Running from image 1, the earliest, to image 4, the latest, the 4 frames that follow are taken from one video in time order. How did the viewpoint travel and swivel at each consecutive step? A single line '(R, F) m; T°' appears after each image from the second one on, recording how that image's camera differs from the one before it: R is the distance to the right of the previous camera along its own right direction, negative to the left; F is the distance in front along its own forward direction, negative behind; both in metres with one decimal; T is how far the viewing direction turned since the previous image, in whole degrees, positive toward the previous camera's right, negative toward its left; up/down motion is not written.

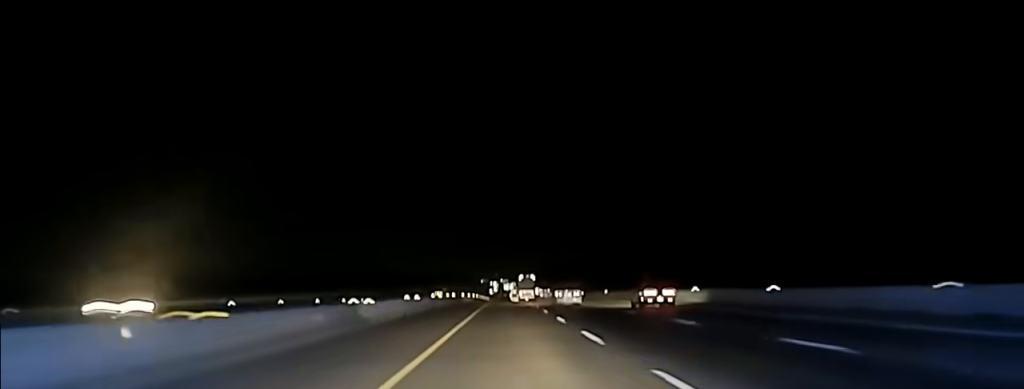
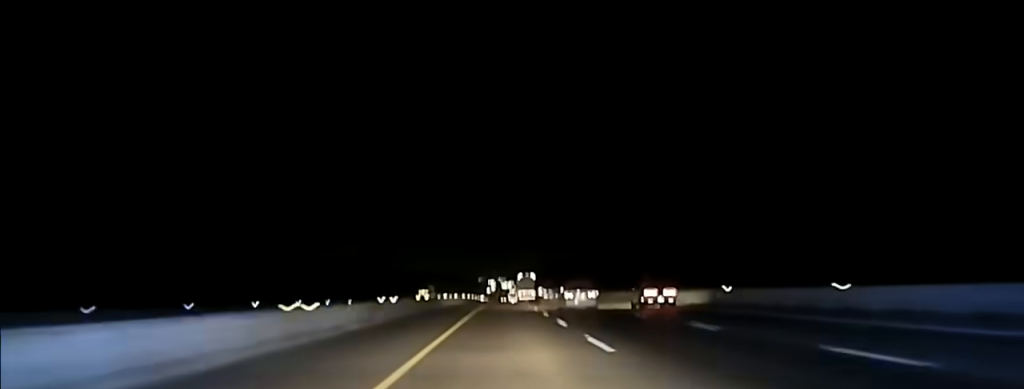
(0.0, +27.5) m; 0°
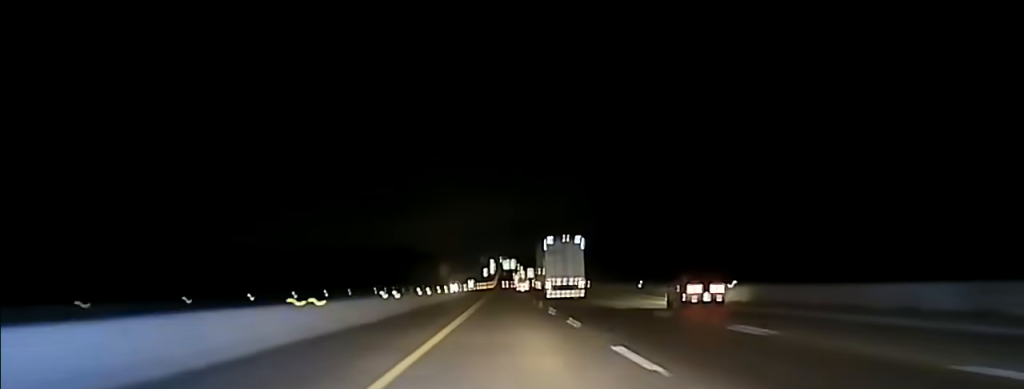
(-0.5, +172.8) m; 0°
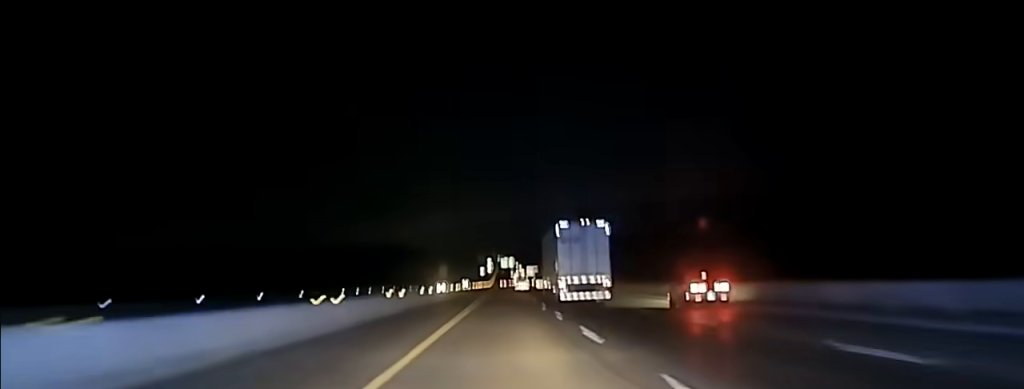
(-0.2, +29.3) m; 0°
